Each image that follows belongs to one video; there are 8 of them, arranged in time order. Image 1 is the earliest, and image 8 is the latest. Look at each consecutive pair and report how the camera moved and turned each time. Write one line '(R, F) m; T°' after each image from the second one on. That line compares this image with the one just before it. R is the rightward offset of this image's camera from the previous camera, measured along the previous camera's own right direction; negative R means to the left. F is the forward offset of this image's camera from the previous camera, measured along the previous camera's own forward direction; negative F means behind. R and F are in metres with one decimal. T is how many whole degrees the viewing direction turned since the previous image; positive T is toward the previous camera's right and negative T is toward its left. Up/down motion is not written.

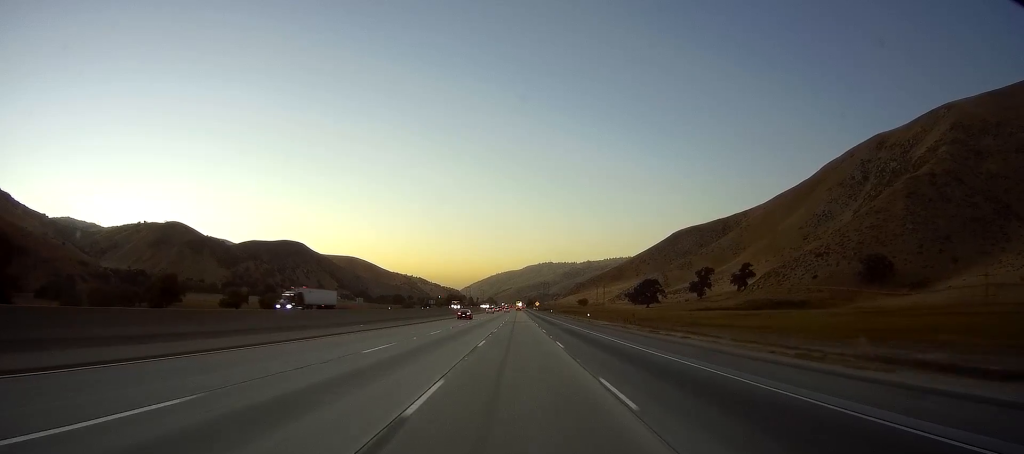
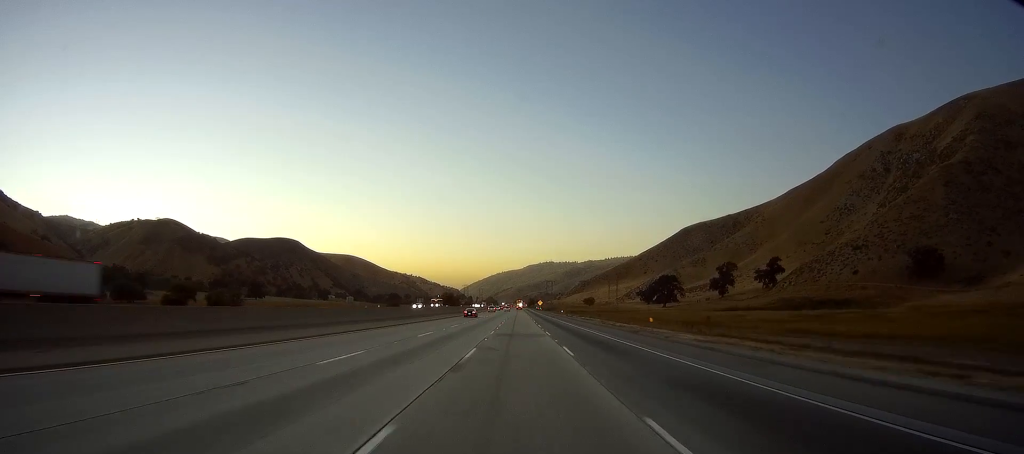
(-0.5, +34.3) m; 0°
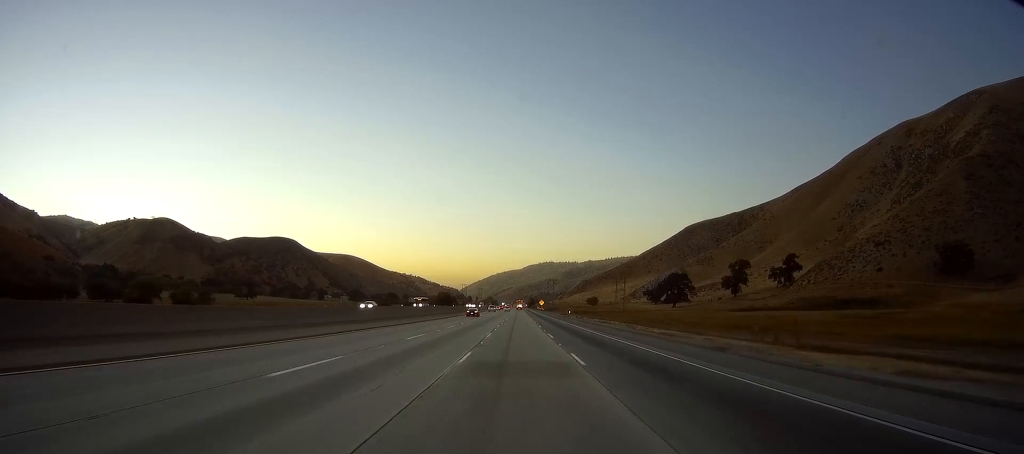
(+0.1, +17.6) m; 0°
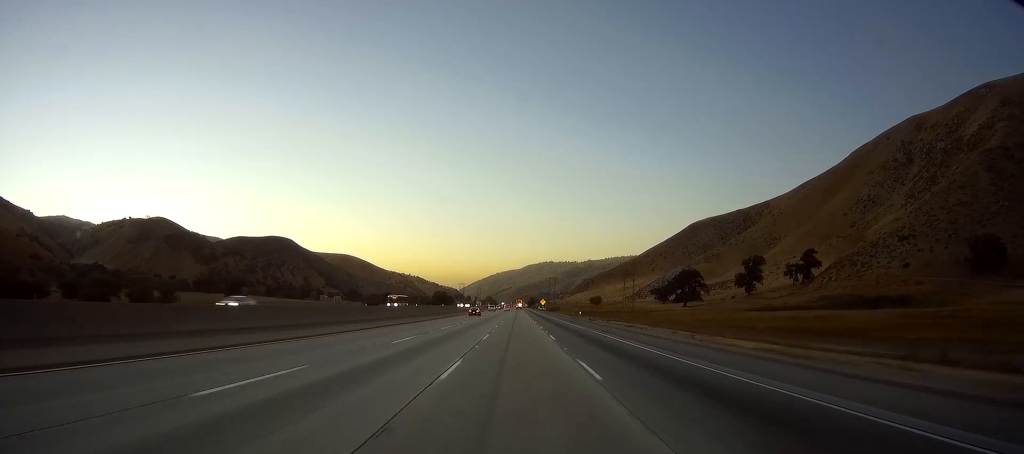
(+0.3, +17.6) m; +1°
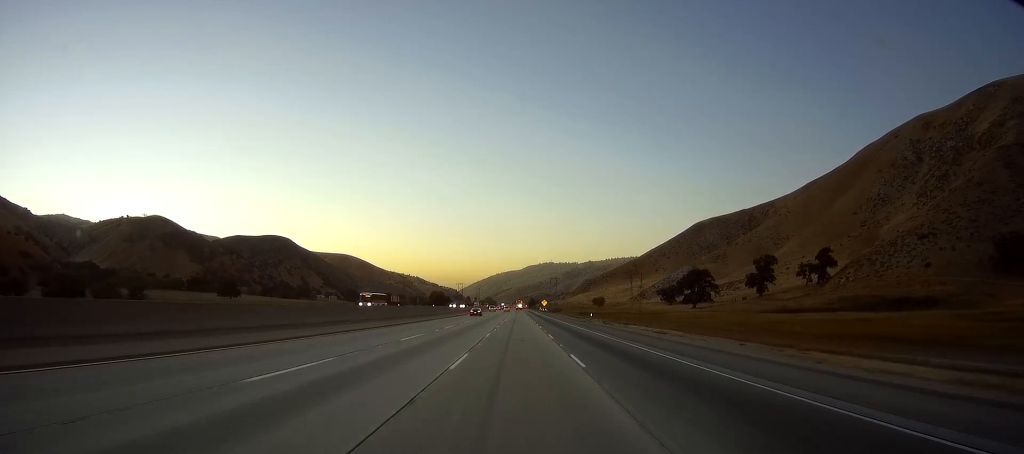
(0.0, +12.7) m; 0°
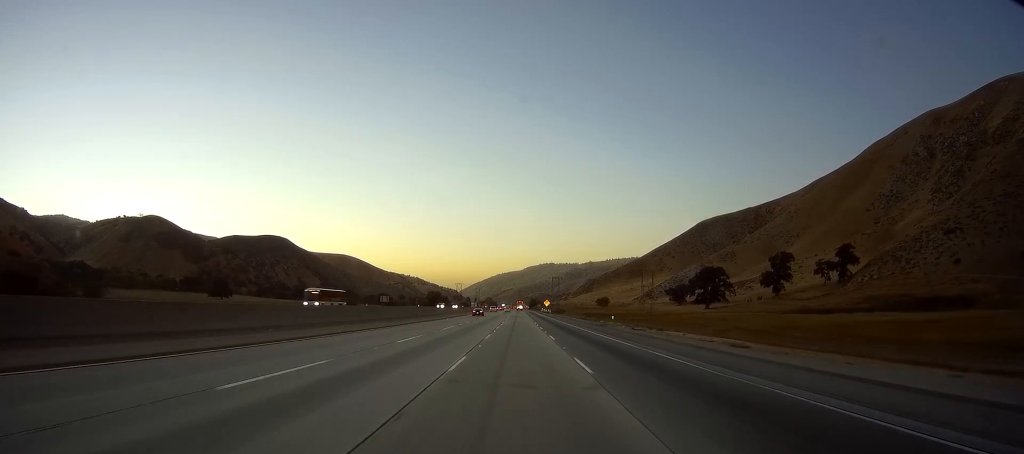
(-0.1, +15.6) m; 0°
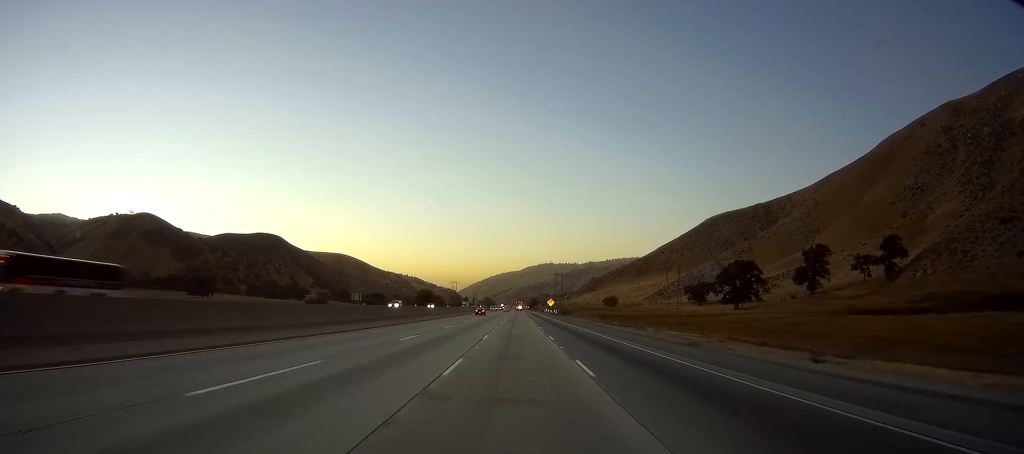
(+0.1, +30.2) m; 0°
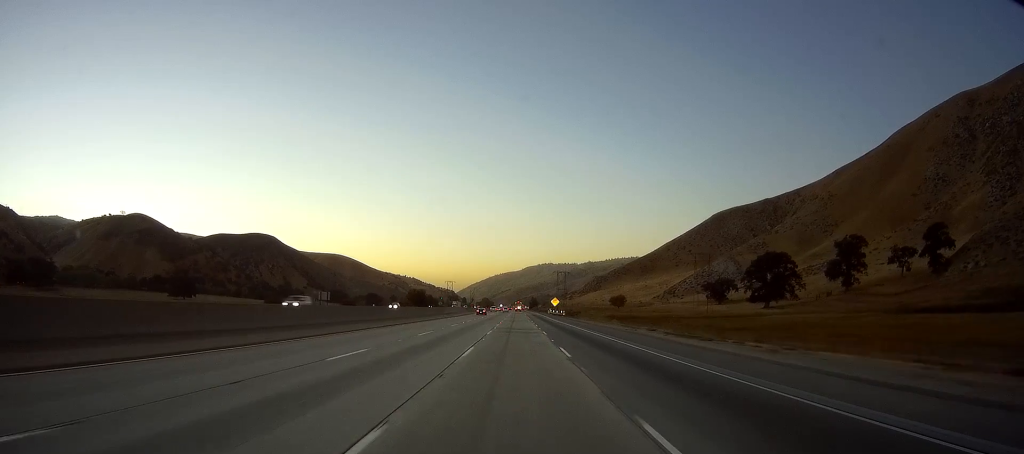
(-0.1, +24.3) m; 0°
